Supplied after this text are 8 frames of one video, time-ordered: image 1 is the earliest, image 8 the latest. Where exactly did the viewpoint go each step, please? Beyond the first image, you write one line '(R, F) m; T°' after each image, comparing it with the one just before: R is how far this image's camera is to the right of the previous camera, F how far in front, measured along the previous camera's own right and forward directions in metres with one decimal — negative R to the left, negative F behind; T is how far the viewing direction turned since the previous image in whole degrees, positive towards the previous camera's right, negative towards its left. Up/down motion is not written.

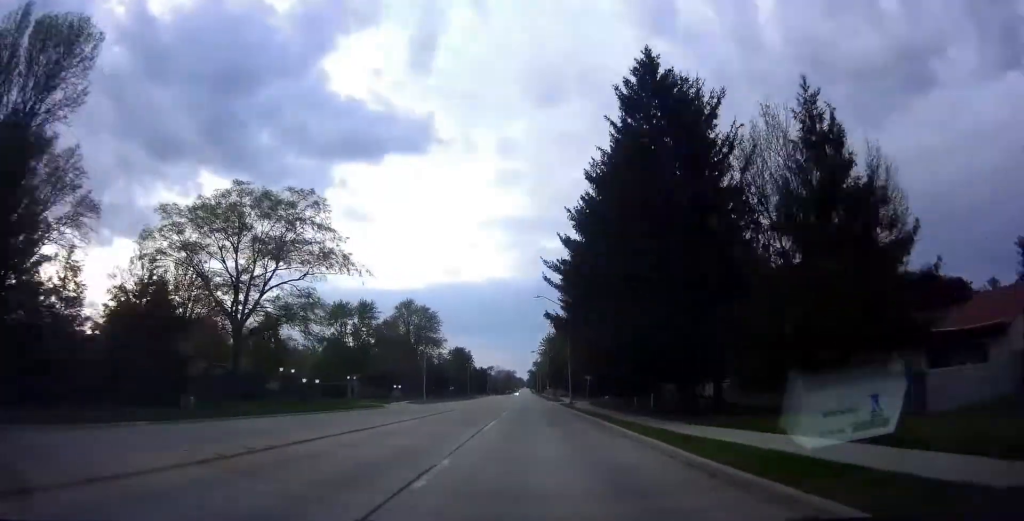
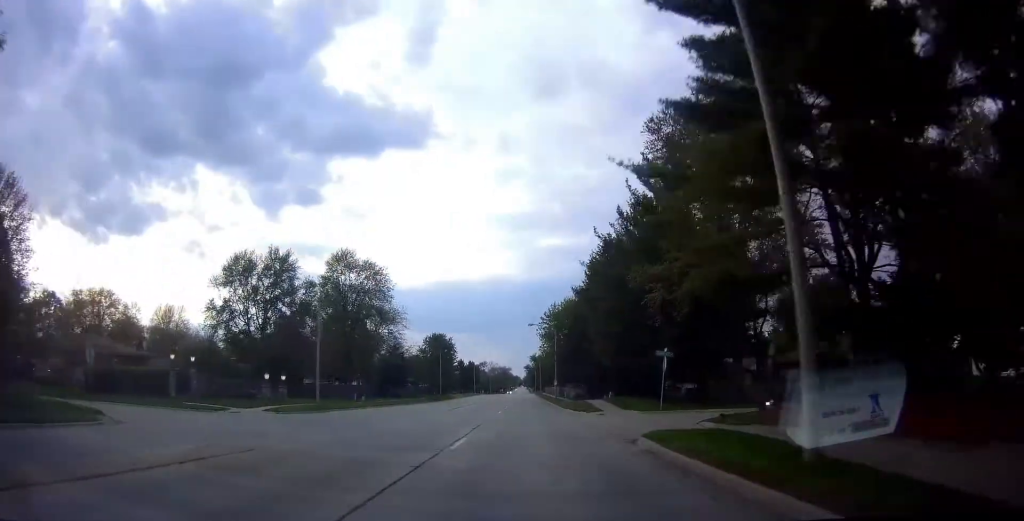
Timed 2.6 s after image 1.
(0.0, +43.4) m; 0°
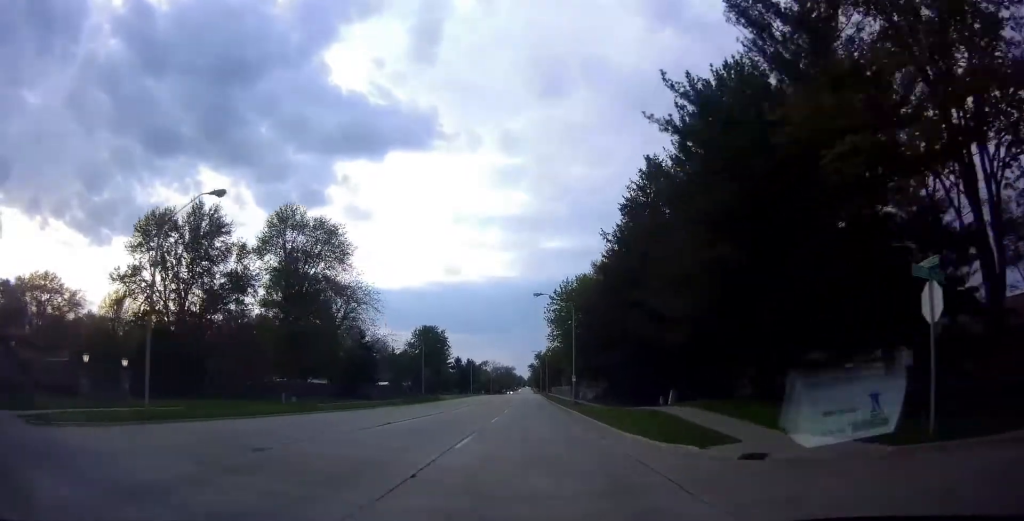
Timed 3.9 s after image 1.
(0.0, +22.9) m; 0°
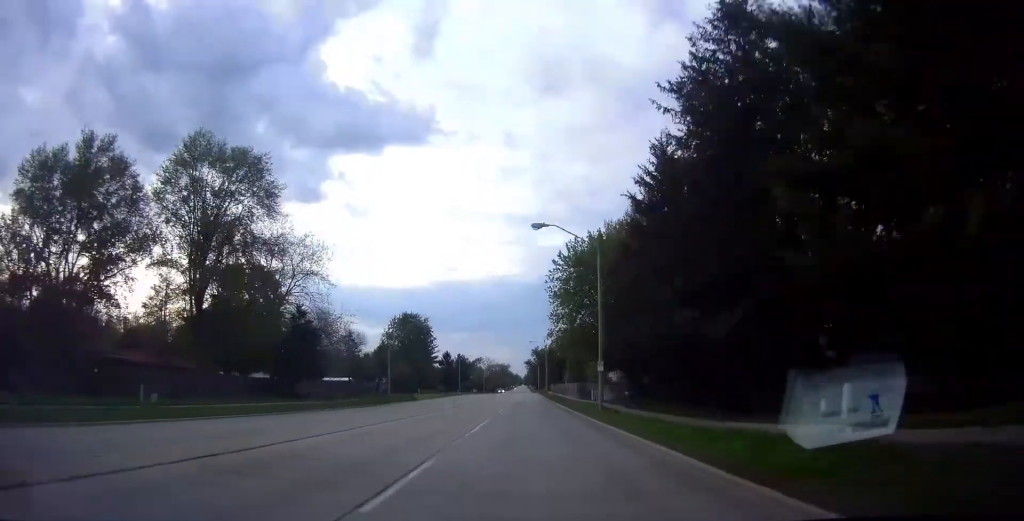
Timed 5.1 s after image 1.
(0.0, +19.5) m; 0°
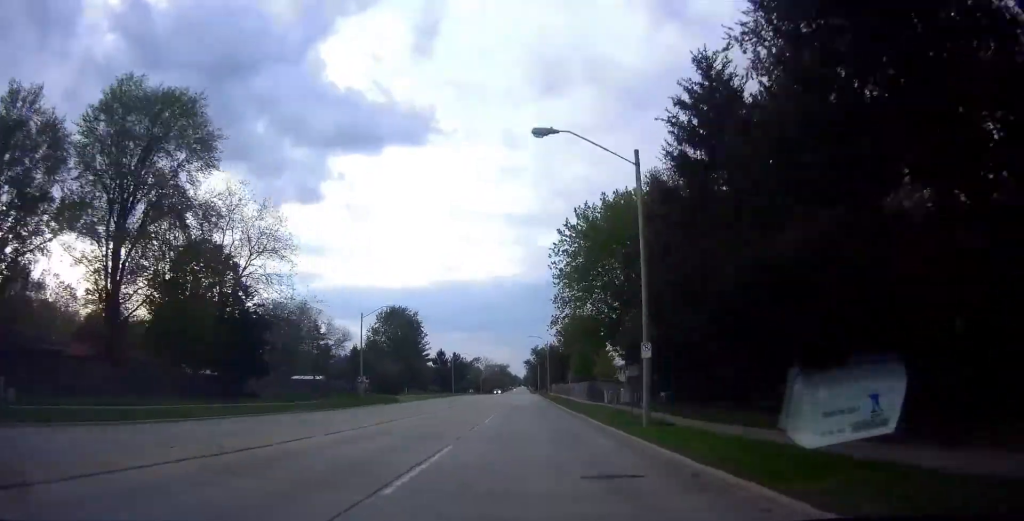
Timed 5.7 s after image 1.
(0.0, +10.5) m; 0°
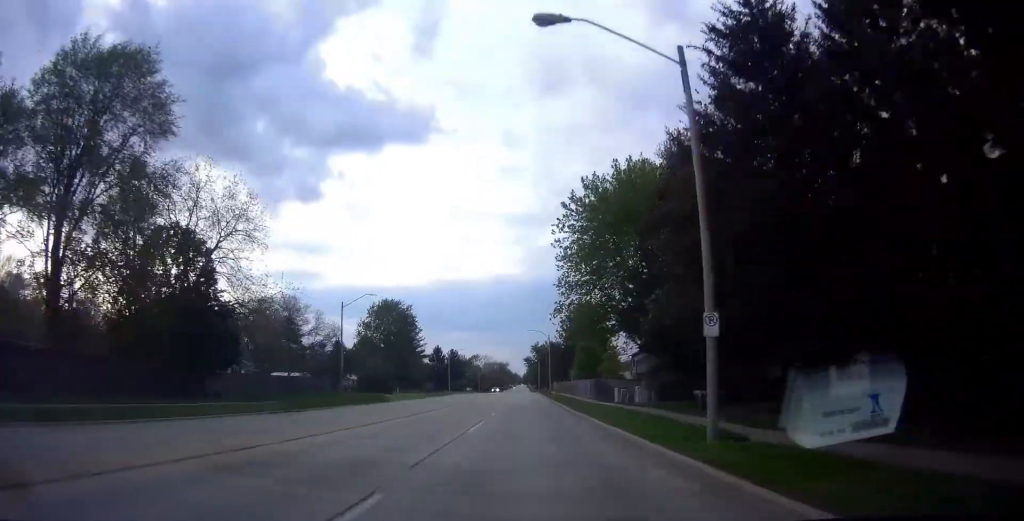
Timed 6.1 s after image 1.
(0.0, +6.6) m; 0°
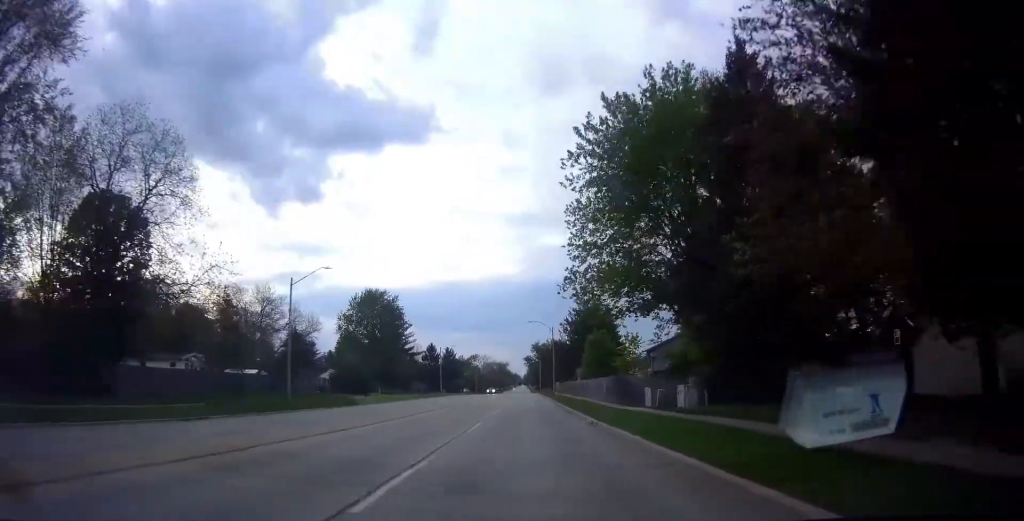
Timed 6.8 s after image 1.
(0.0, +11.5) m; 0°
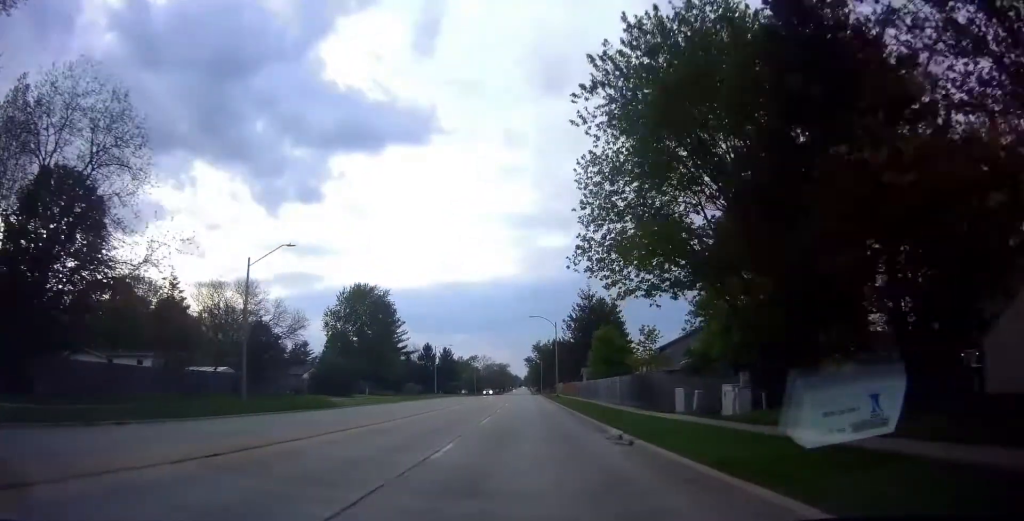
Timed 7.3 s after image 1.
(0.0, +7.1) m; 0°
